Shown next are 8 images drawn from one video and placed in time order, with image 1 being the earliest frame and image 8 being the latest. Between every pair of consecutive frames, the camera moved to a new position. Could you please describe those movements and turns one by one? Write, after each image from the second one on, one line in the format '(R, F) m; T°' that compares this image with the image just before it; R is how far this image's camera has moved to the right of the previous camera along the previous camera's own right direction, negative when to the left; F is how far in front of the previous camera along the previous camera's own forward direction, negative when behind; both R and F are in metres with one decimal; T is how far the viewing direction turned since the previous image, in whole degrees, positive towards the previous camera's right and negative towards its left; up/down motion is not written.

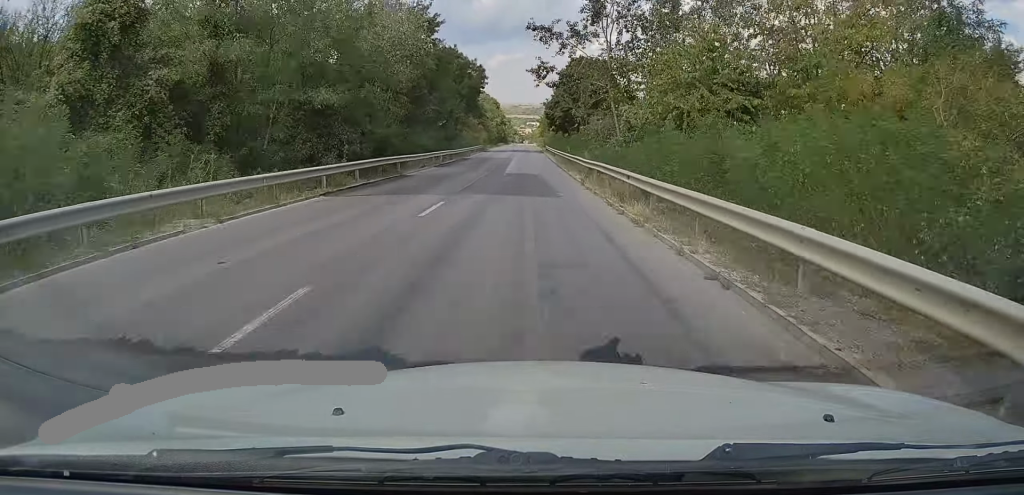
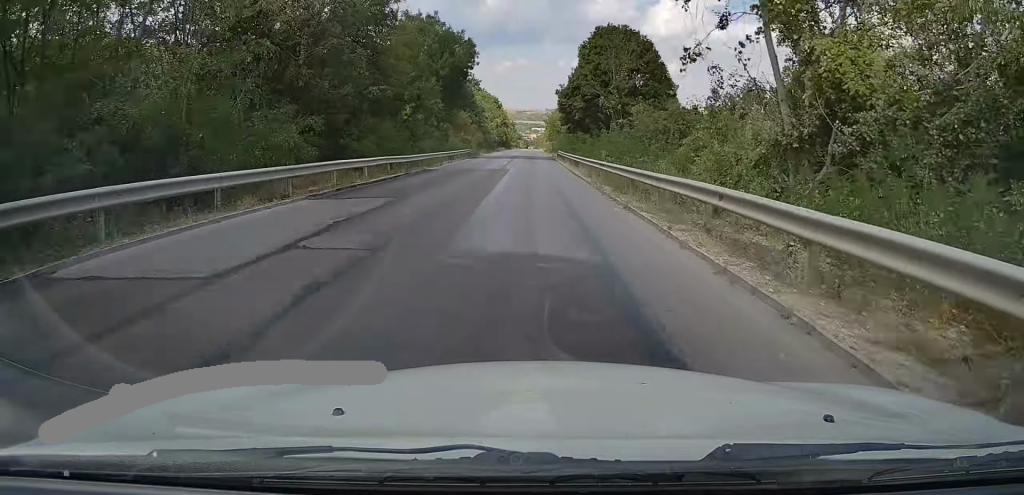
(-0.2, +23.6) m; 0°
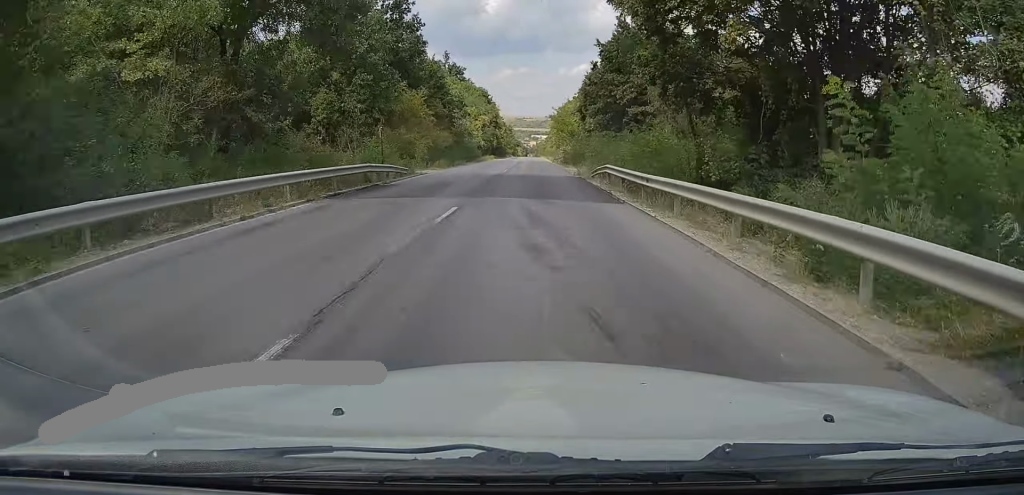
(+0.3, +40.9) m; 0°
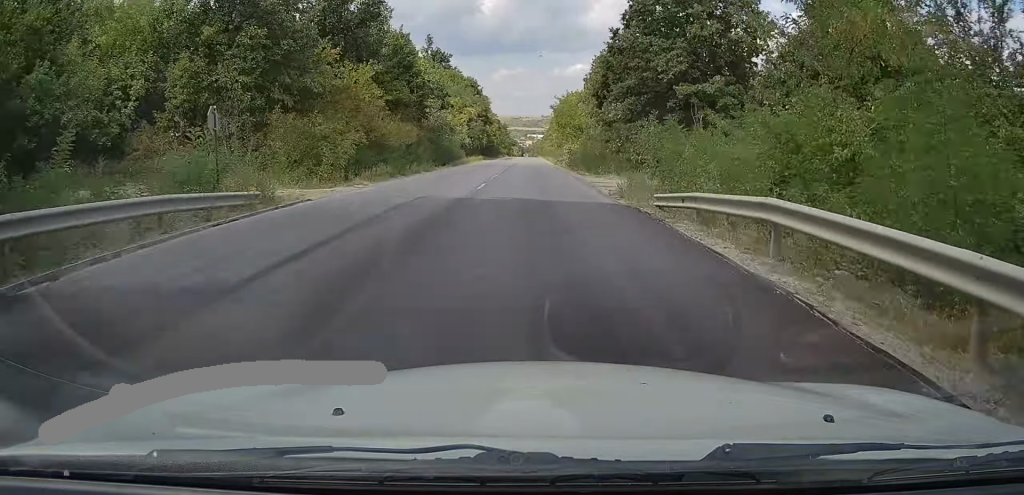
(-0.1, +18.0) m; 0°
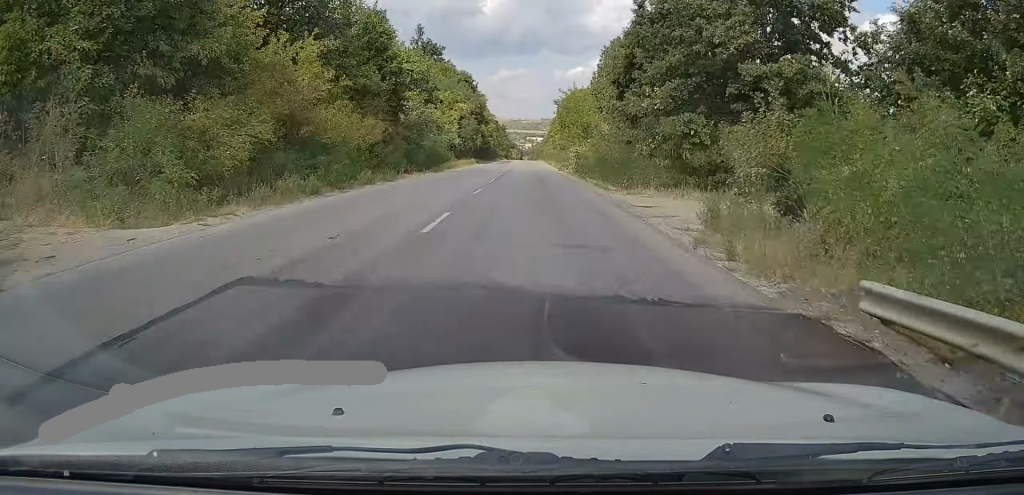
(0.0, +10.6) m; 0°
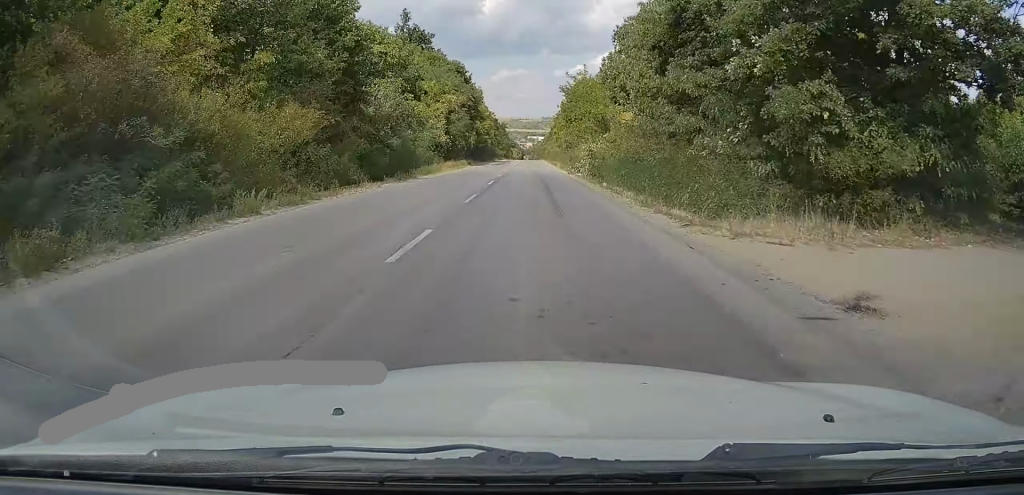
(+0.1, +11.3) m; 0°
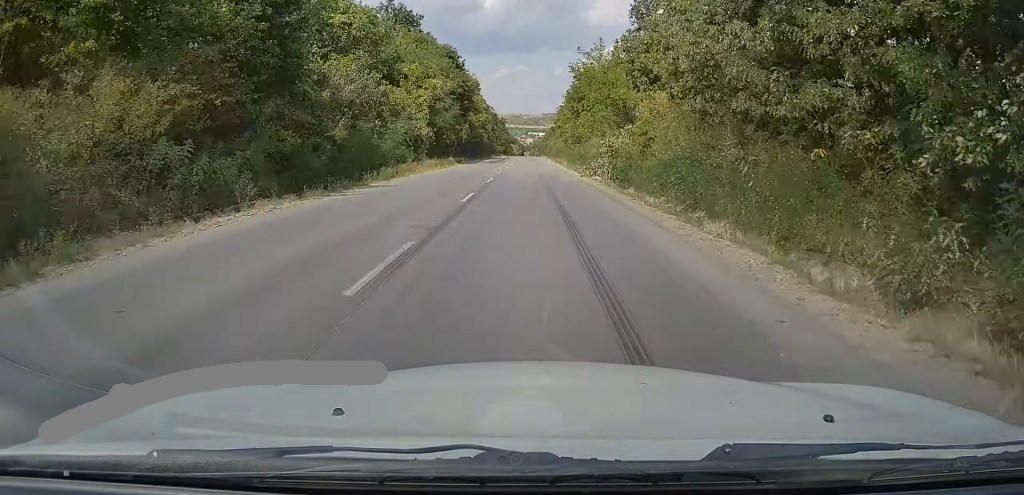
(+0.1, +10.5) m; 0°
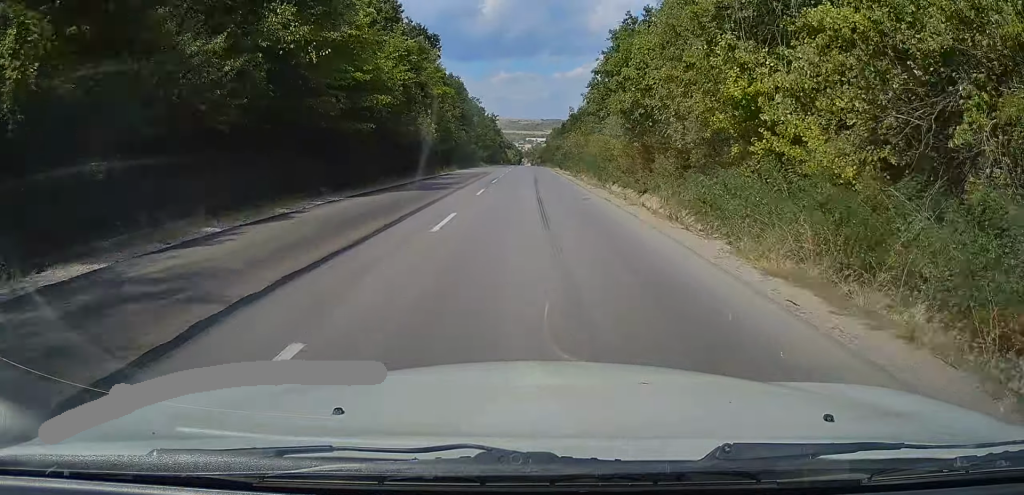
(-0.1, +58.6) m; 0°
